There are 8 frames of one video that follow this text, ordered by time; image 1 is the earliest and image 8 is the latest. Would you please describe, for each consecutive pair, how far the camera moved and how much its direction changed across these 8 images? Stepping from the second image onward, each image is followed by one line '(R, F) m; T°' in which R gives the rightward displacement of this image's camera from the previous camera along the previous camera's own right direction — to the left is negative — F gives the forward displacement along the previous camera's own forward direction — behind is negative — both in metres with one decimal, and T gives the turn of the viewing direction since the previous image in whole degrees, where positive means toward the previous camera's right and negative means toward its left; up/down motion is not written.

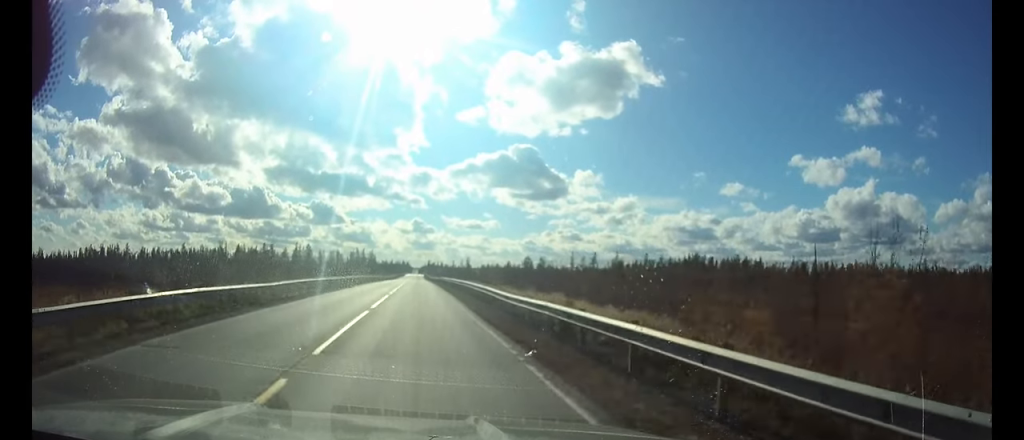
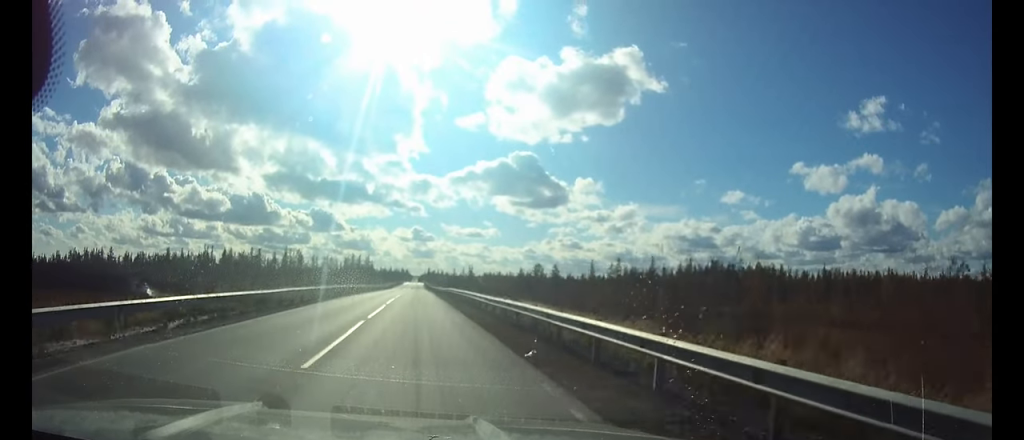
(0.0, +26.4) m; 0°
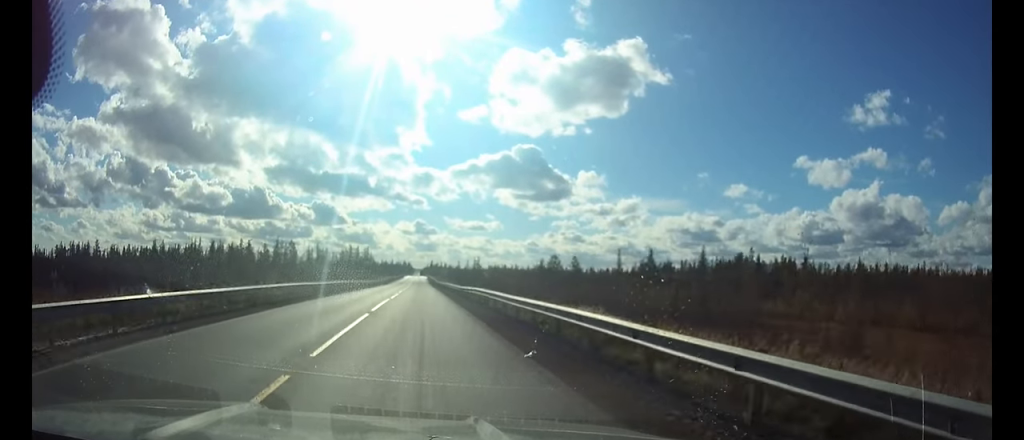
(0.0, +24.2) m; 0°
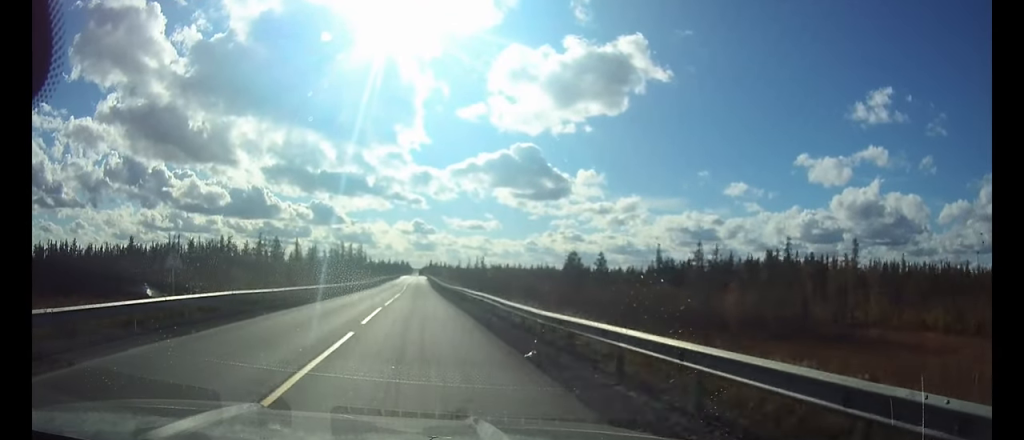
(0.0, +28.5) m; 0°
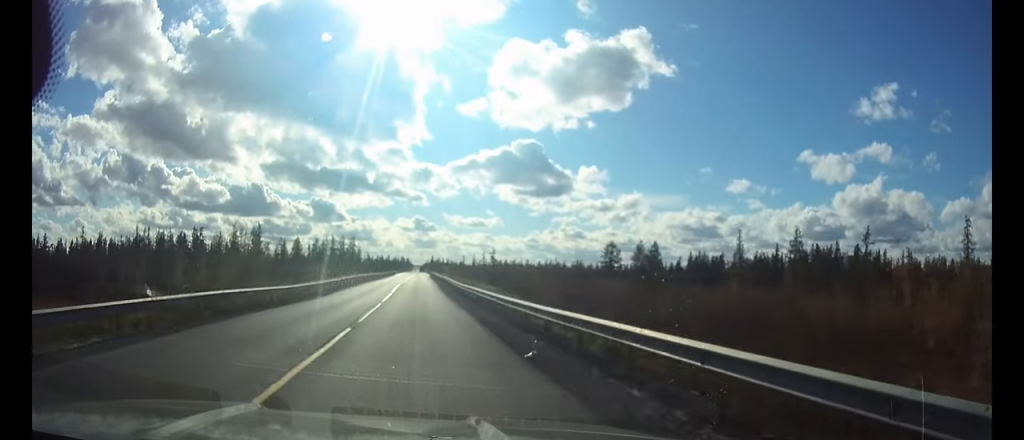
(0.0, +37.1) m; 0°
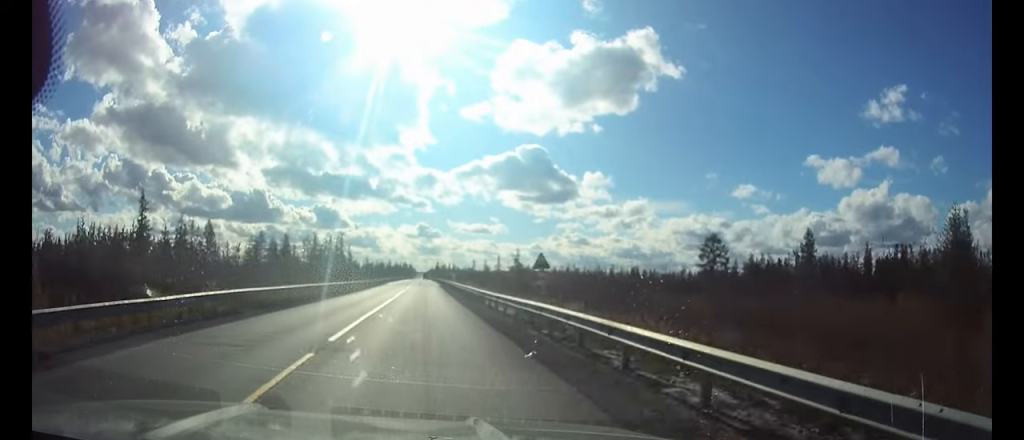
(-0.1, +49.0) m; 0°
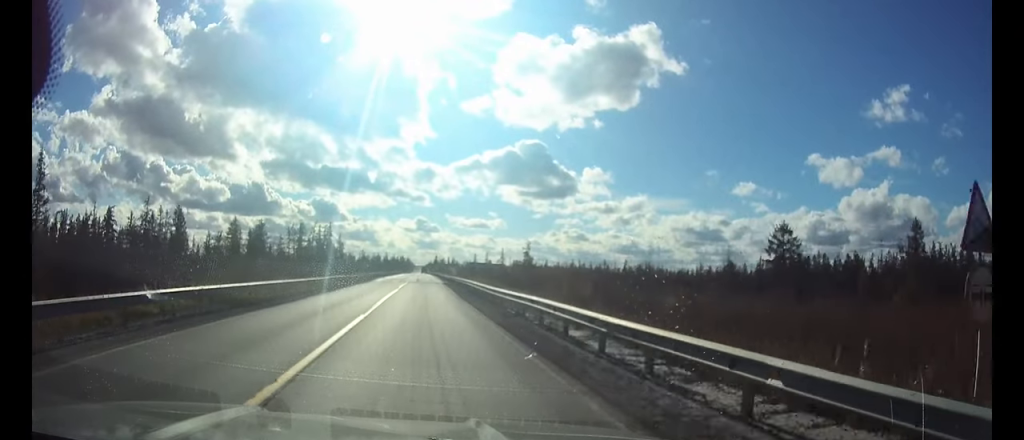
(0.0, +18.9) m; 0°
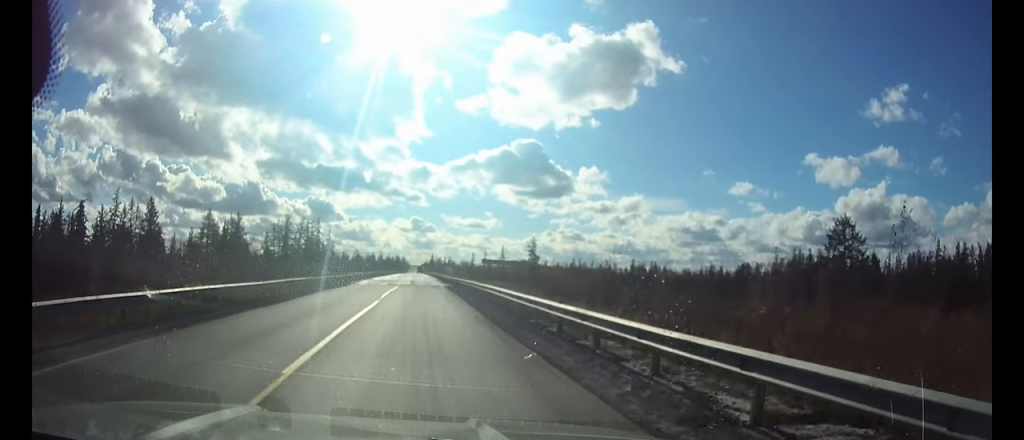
(+0.1, +12.9) m; 0°
